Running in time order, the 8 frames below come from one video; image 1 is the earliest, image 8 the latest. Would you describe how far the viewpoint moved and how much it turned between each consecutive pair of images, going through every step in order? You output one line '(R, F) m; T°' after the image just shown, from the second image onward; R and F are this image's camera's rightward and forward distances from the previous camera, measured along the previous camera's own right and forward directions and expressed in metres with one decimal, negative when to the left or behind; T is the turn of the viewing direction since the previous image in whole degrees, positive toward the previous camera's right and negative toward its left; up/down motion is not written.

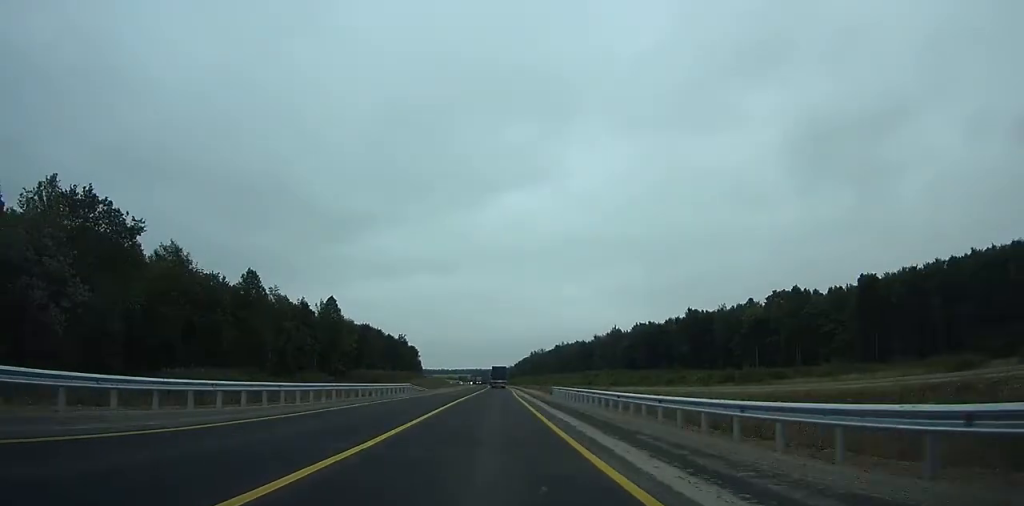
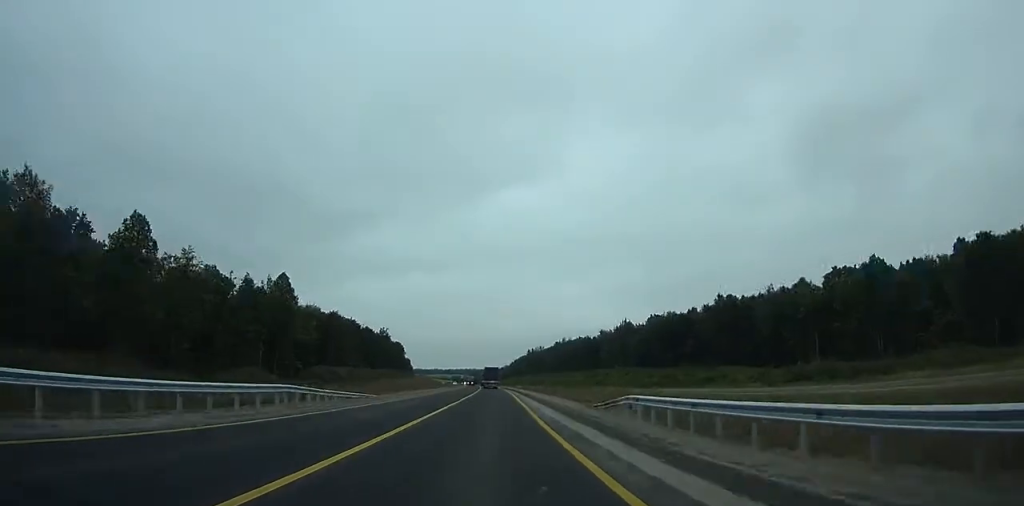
(+0.1, +34.2) m; +1°
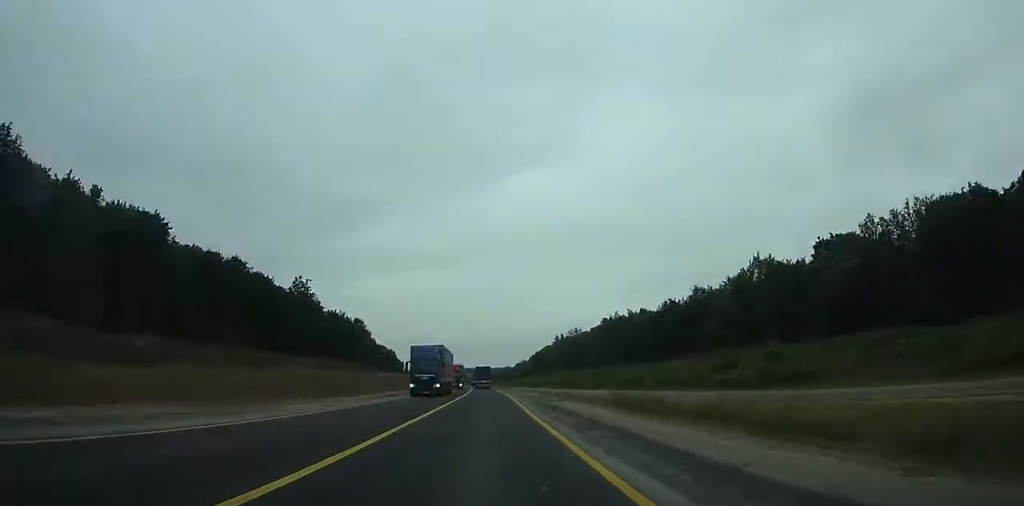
(+0.6, +118.5) m; -1°
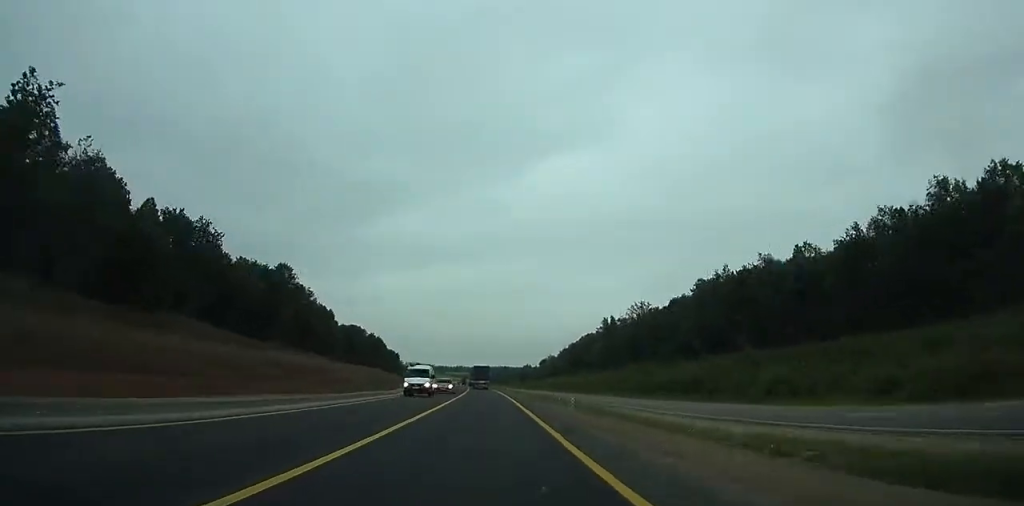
(-1.2, +87.9) m; -2°
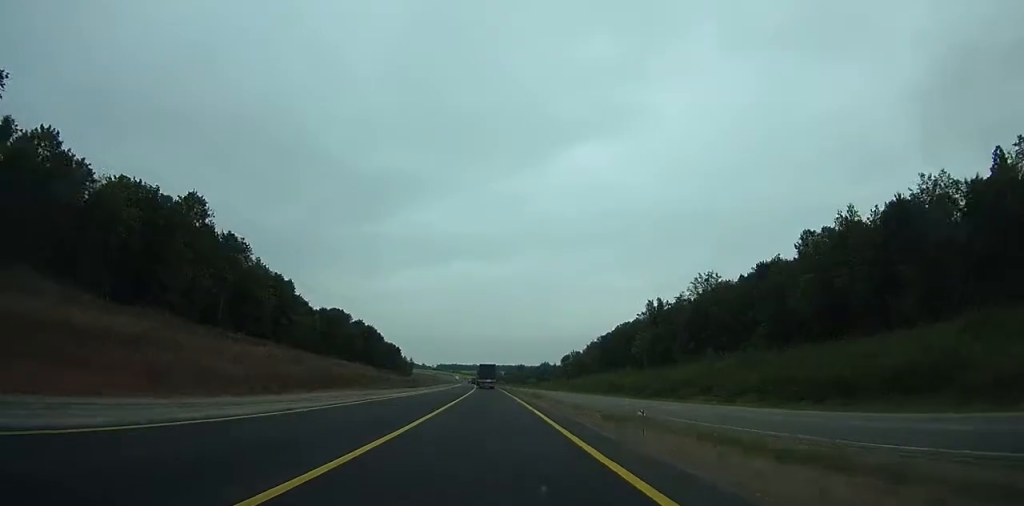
(-0.6, +42.7) m; -1°
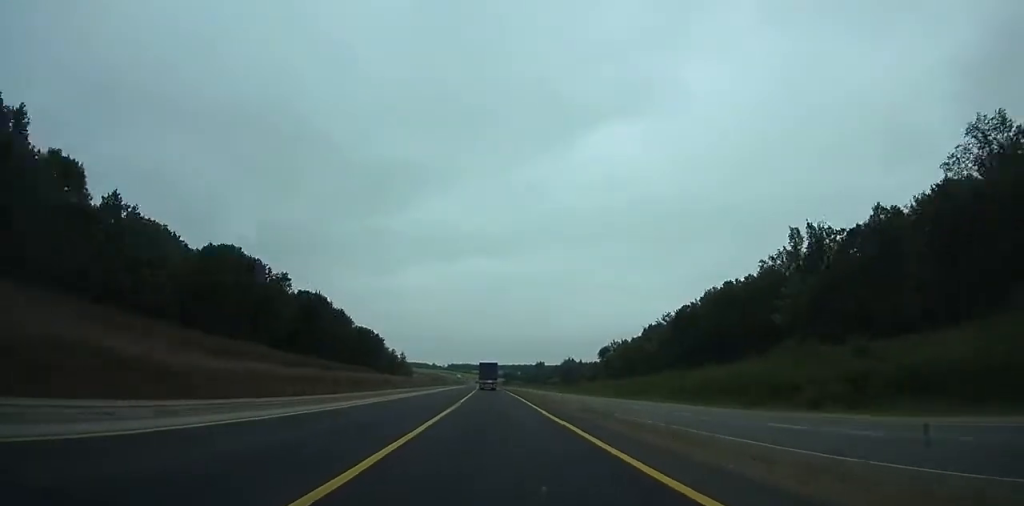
(-1.3, +76.6) m; -2°
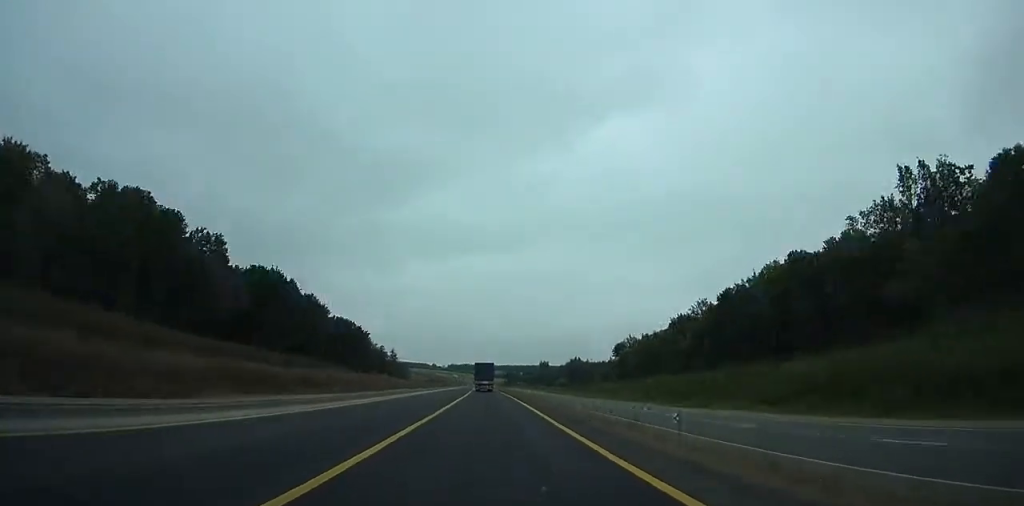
(-0.1, +28.9) m; 0°
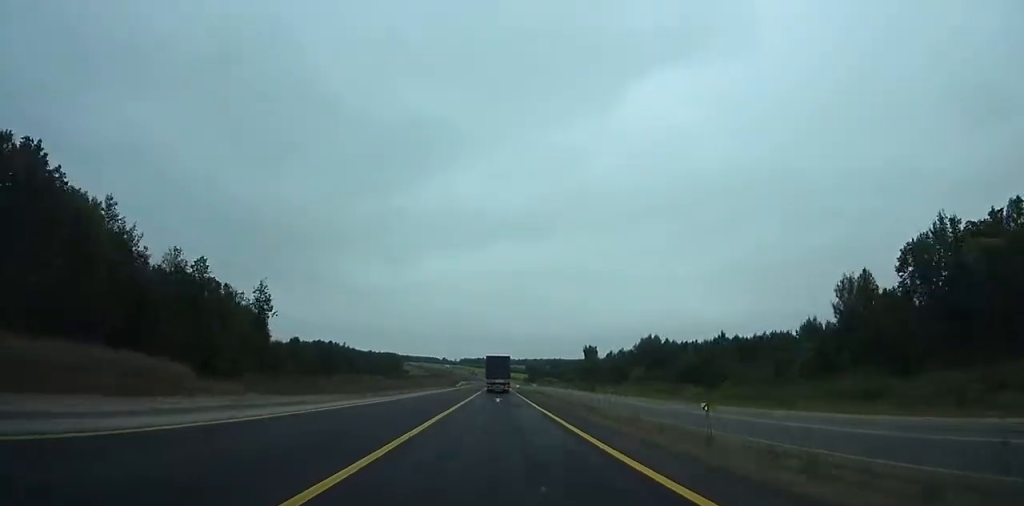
(-2.1, +154.9) m; -1°
